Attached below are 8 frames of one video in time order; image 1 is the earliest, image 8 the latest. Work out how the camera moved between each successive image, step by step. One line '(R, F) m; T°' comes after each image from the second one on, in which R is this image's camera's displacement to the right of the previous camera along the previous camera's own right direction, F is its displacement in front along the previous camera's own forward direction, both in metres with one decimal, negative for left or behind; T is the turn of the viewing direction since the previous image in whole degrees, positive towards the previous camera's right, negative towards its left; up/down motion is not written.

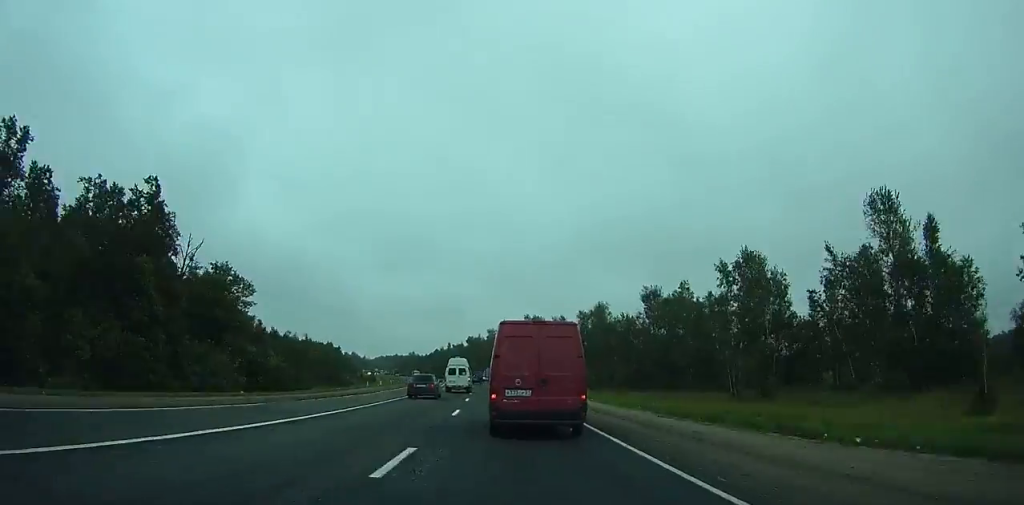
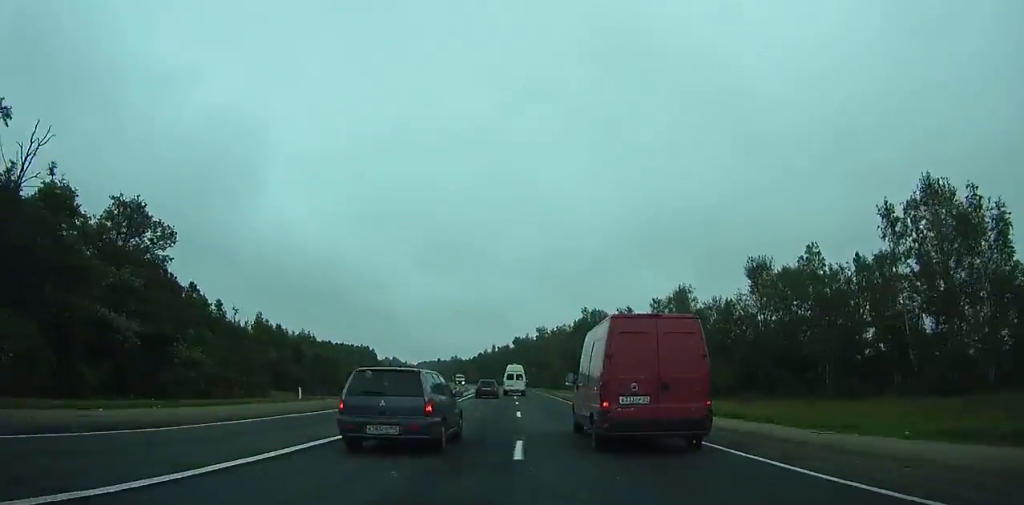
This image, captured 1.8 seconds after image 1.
(-0.7, +34.9) m; -2°
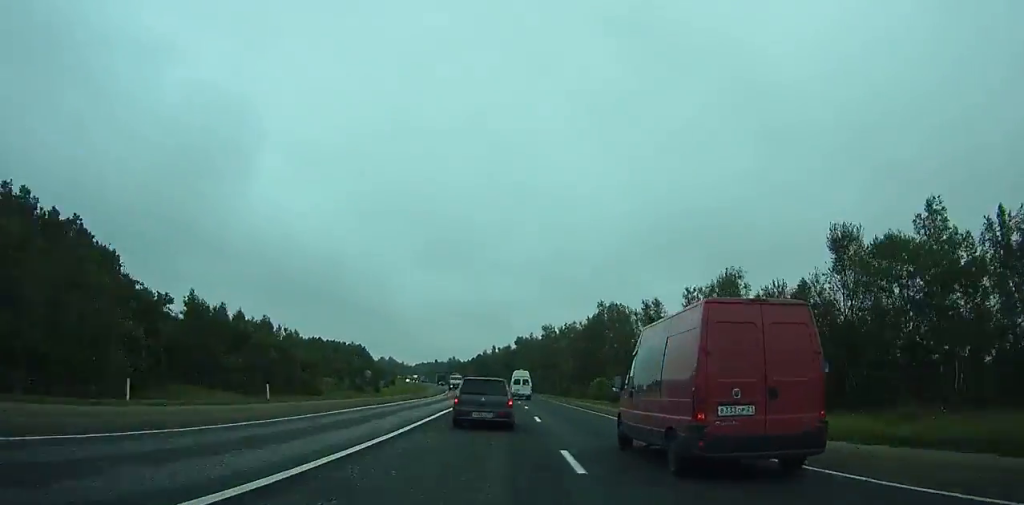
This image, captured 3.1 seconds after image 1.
(-0.6, +26.6) m; -1°
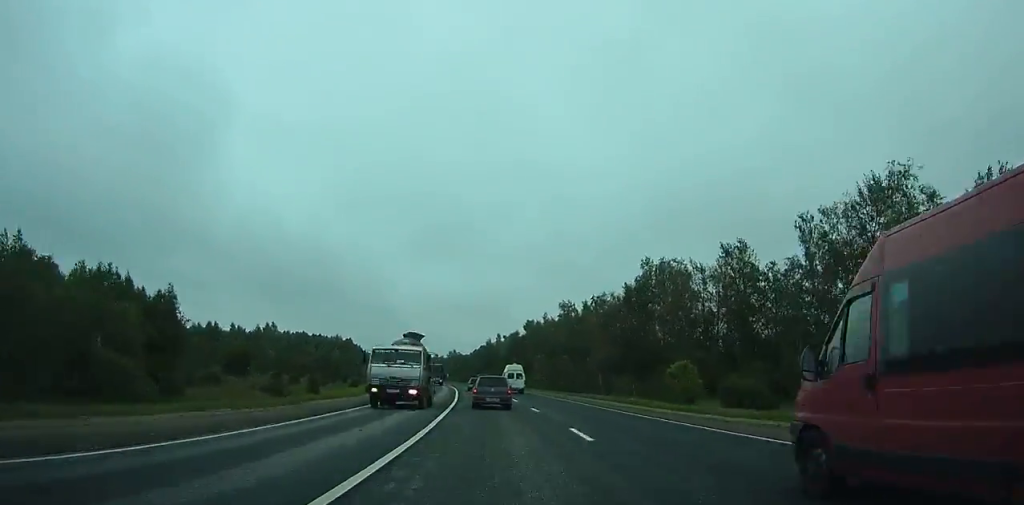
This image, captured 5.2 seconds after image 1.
(-0.6, +44.0) m; -2°
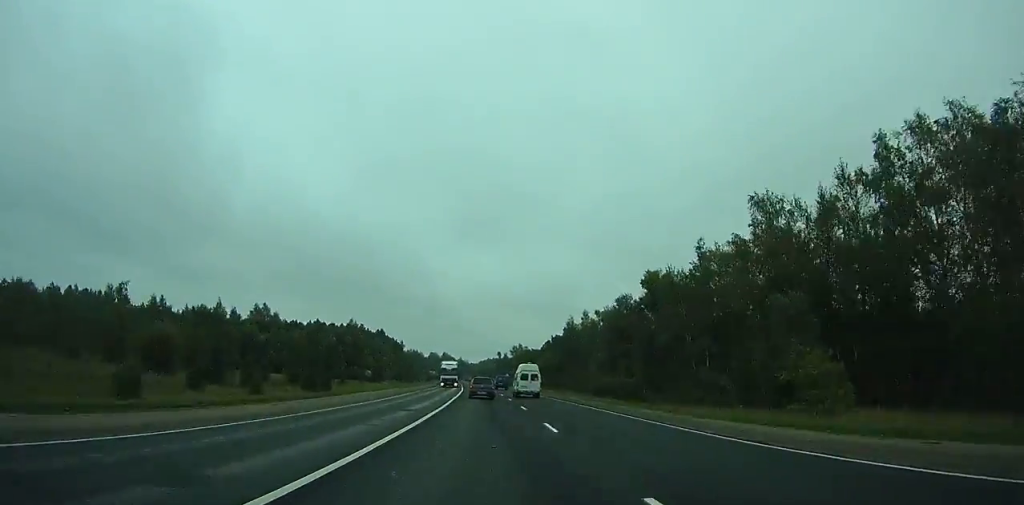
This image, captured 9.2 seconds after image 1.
(-3.9, +93.6) m; -5°
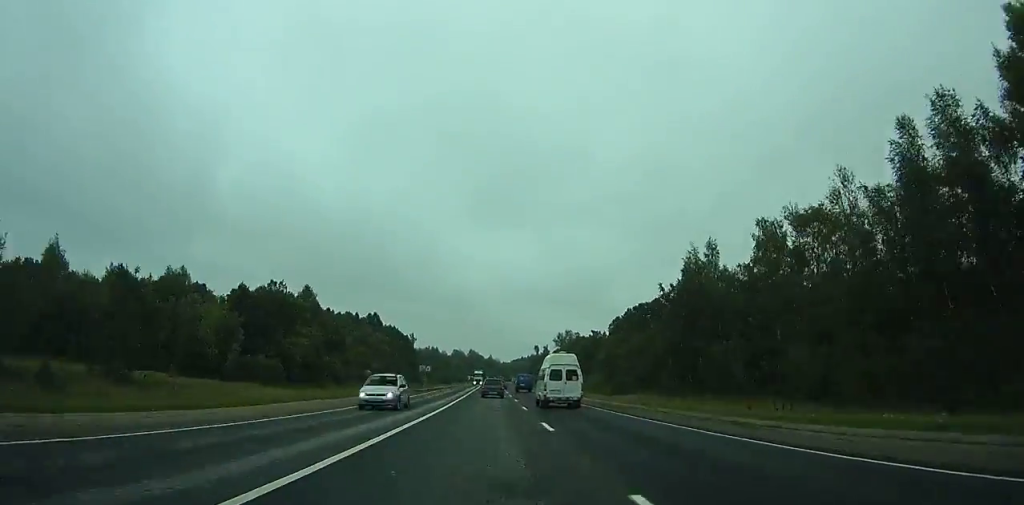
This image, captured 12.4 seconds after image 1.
(-2.9, +80.9) m; -3°
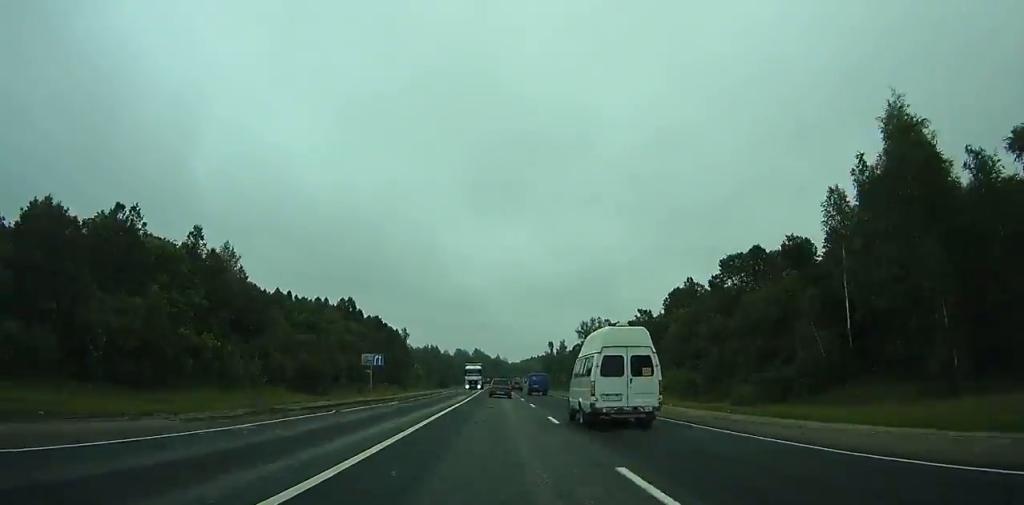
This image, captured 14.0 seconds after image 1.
(-0.6, +41.7) m; -1°
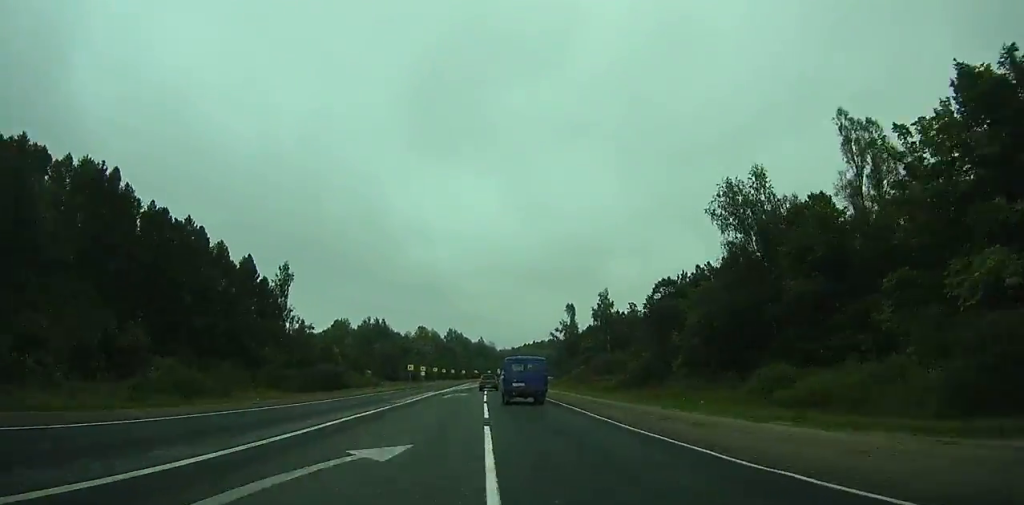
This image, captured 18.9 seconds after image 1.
(+0.4, +123.6) m; +1°
